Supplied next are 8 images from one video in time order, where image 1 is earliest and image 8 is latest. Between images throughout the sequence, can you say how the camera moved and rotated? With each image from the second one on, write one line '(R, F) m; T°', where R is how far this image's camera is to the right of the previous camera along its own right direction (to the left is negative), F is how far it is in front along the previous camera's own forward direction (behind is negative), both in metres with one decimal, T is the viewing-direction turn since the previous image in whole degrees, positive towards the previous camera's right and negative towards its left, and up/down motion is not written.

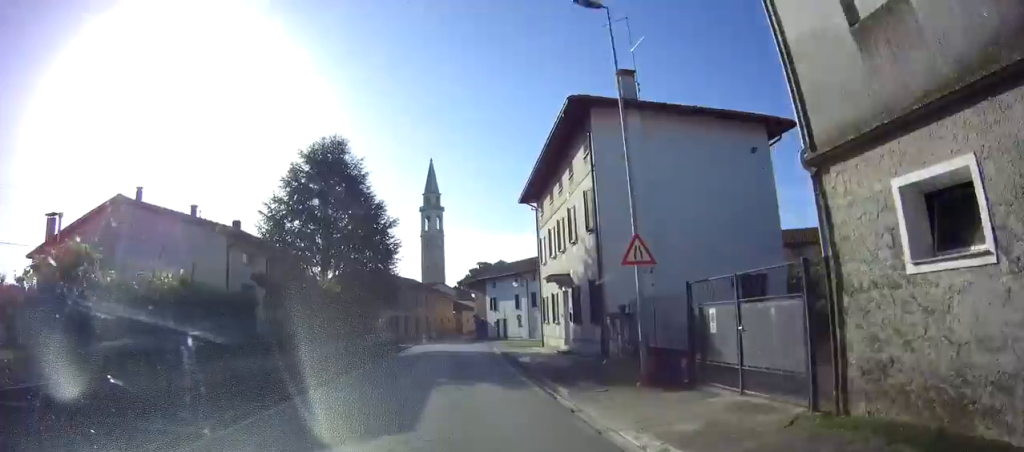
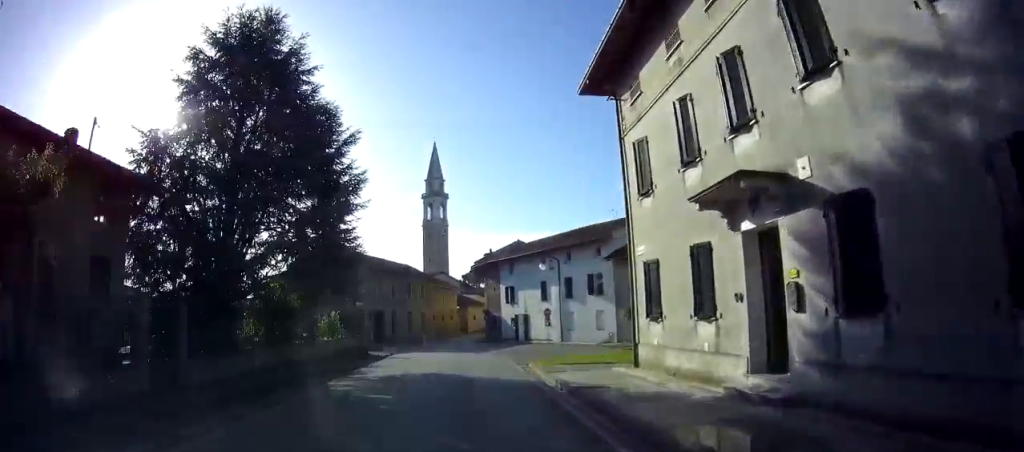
(+0.1, +15.1) m; 0°
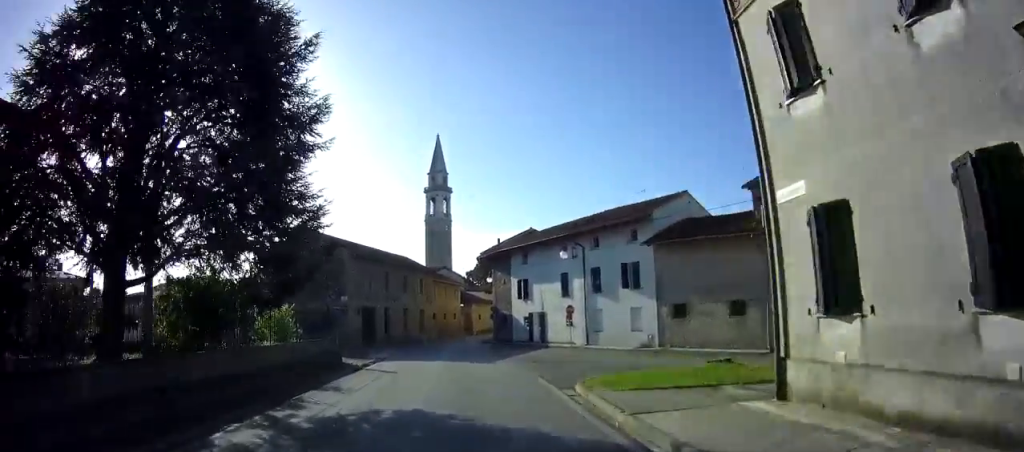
(+0.1, +6.9) m; 0°
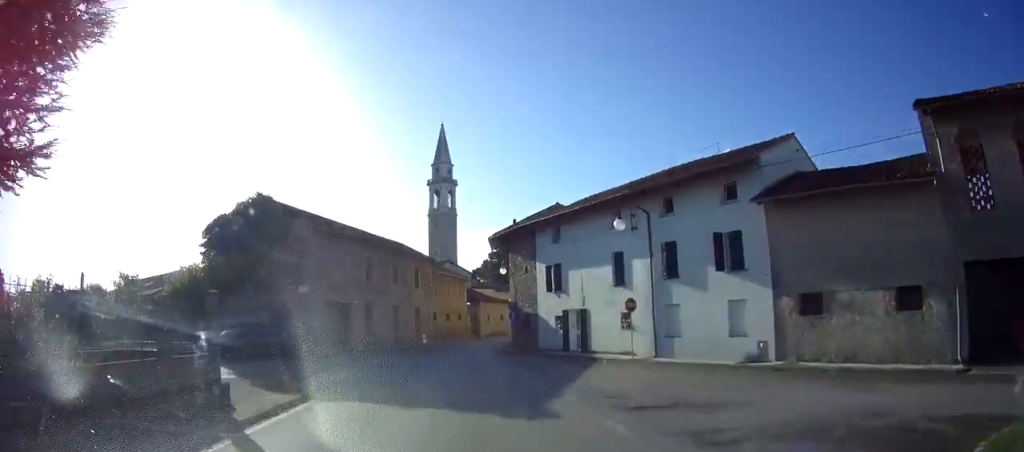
(-0.2, +11.1) m; 0°
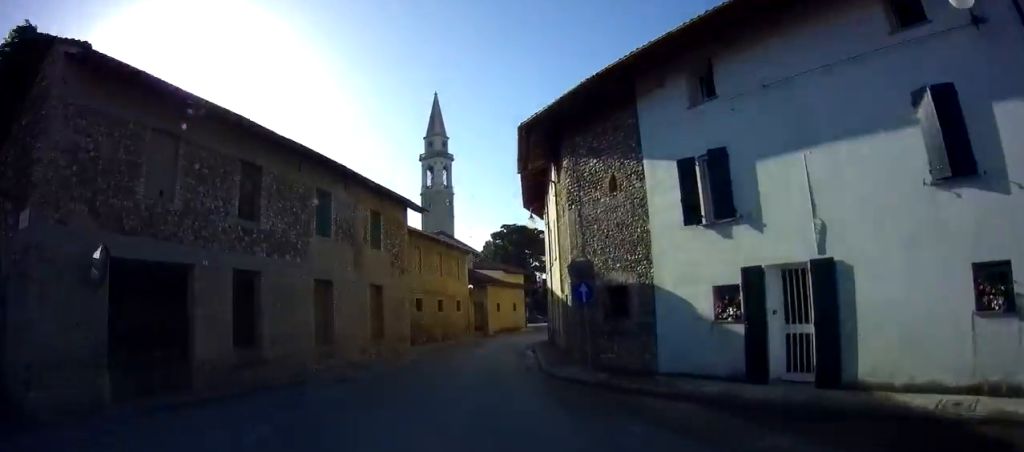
(0.0, +18.1) m; 0°
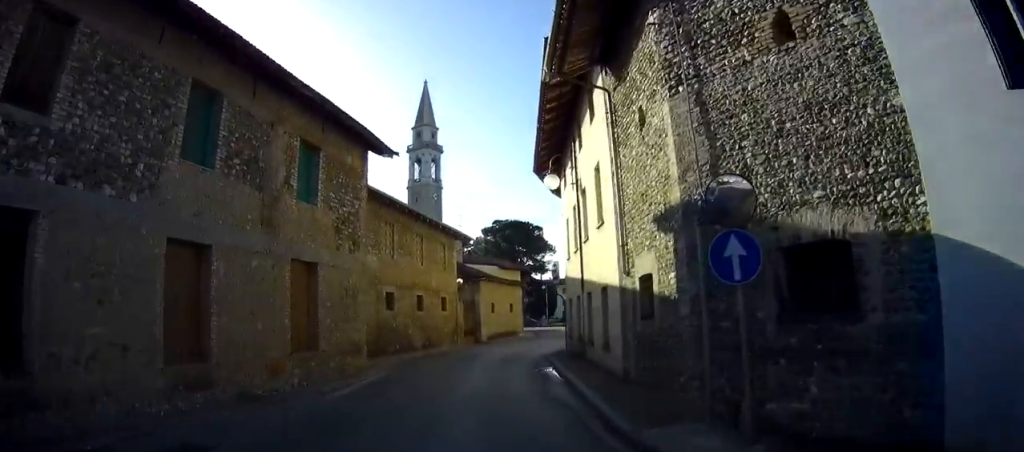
(-0.2, +8.1) m; +1°
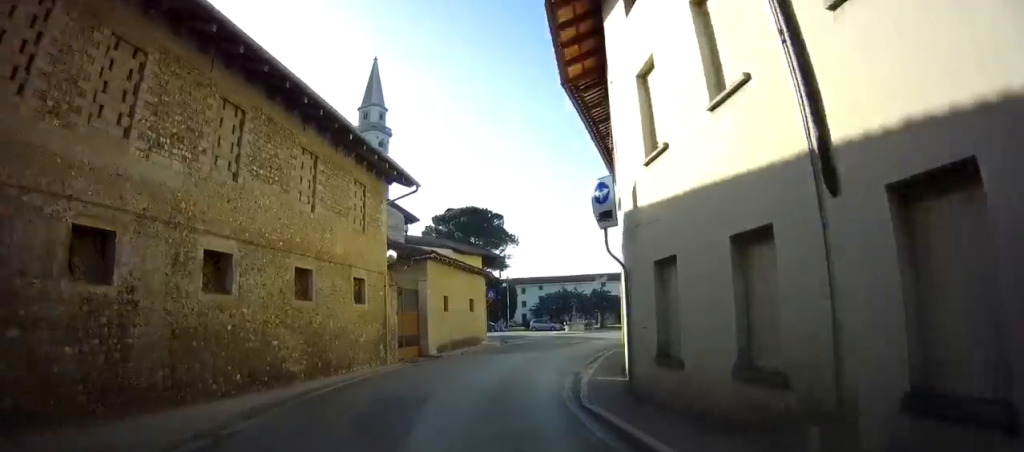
(+0.6, +13.3) m; +7°
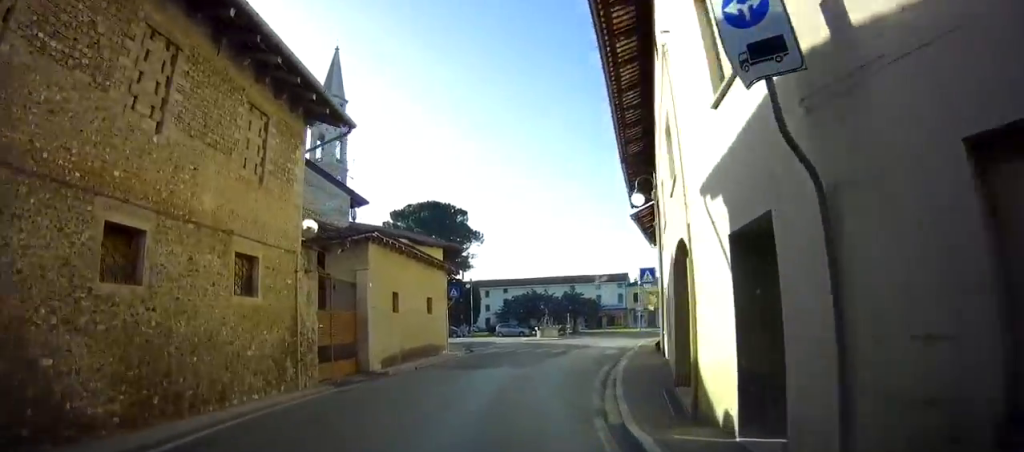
(+0.3, +6.0) m; +5°
